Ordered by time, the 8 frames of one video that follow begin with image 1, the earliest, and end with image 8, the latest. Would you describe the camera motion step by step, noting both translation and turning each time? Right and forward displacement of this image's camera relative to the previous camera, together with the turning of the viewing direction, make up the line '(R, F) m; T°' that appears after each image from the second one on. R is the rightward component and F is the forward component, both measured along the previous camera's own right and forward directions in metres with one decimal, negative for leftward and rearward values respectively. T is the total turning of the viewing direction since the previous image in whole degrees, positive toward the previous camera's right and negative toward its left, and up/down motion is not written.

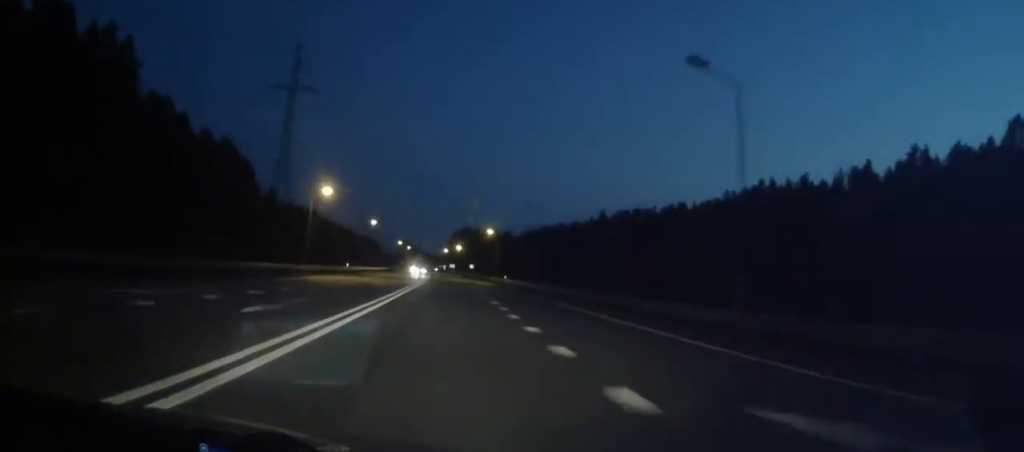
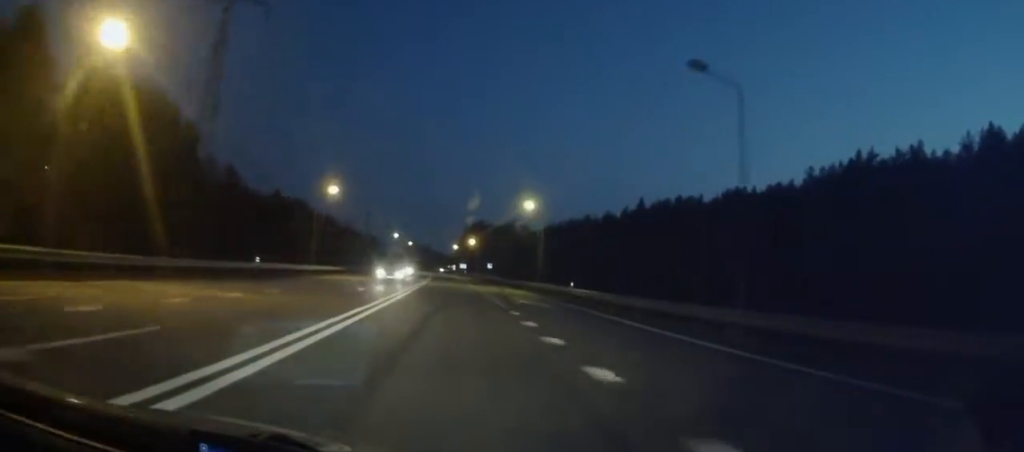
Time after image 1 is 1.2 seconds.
(-0.2, +34.4) m; -1°
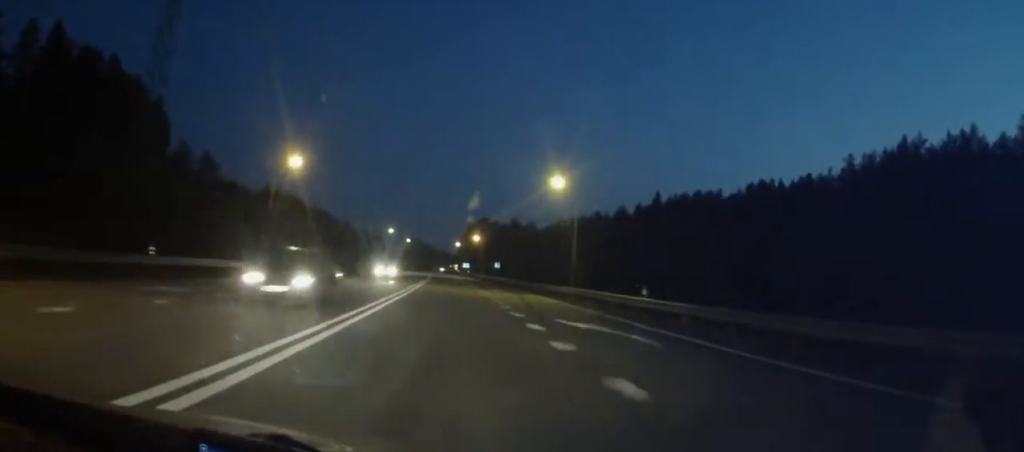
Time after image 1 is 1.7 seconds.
(0.0, +13.0) m; 0°
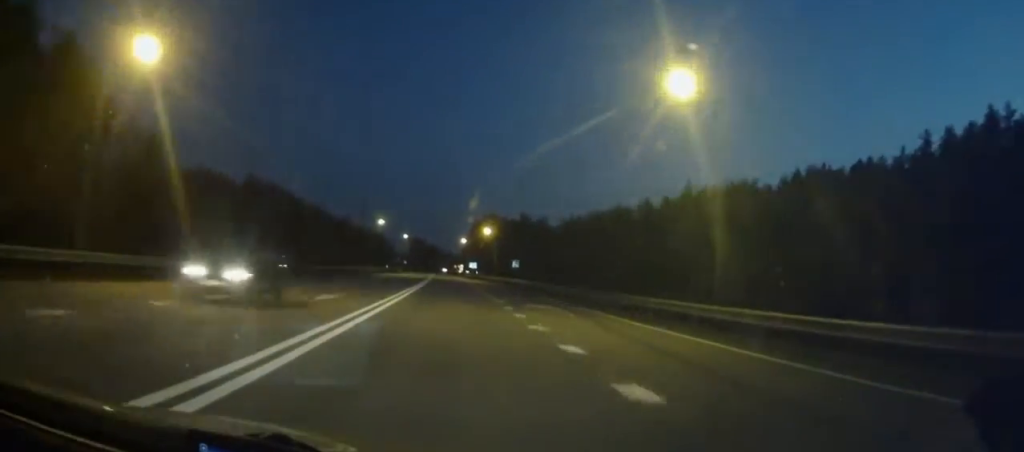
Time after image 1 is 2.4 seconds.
(-0.2, +20.5) m; 0°
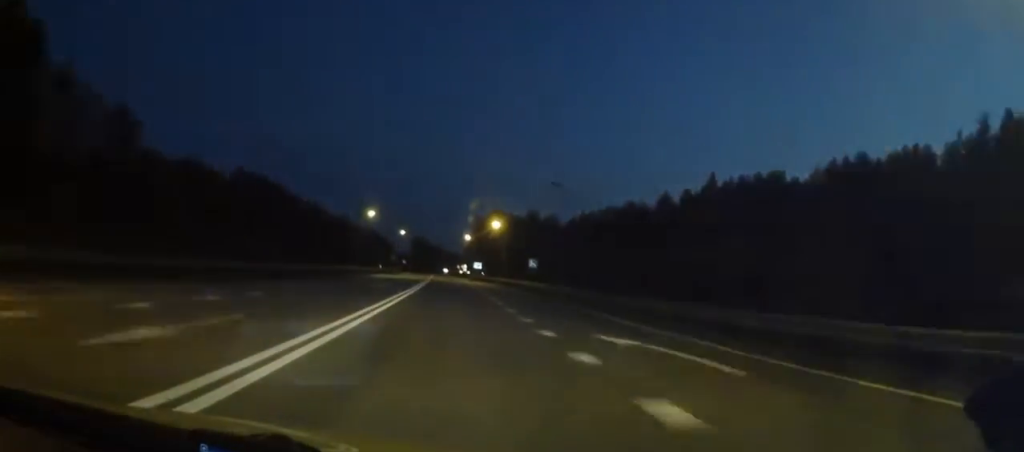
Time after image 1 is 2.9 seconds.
(0.0, +13.0) m; 0°
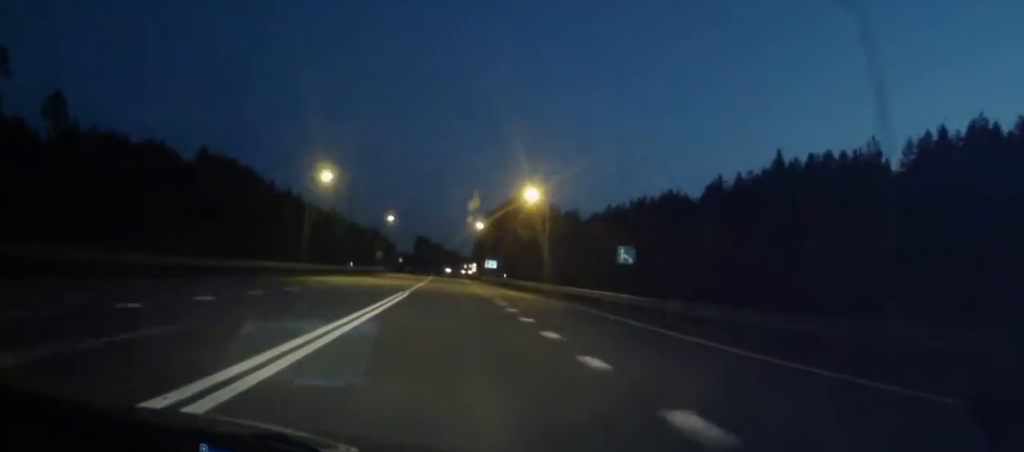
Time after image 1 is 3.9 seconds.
(0.0, +28.8) m; 0°
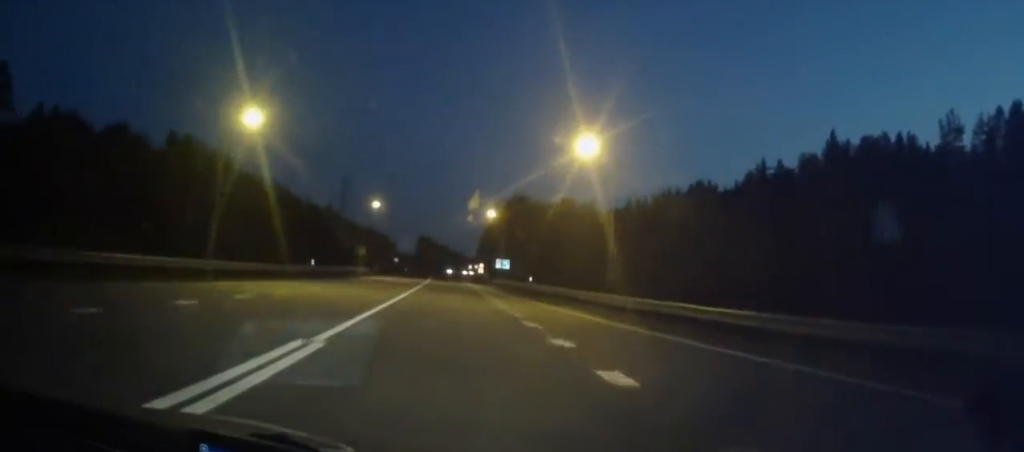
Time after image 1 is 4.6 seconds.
(+0.1, +17.7) m; 0°
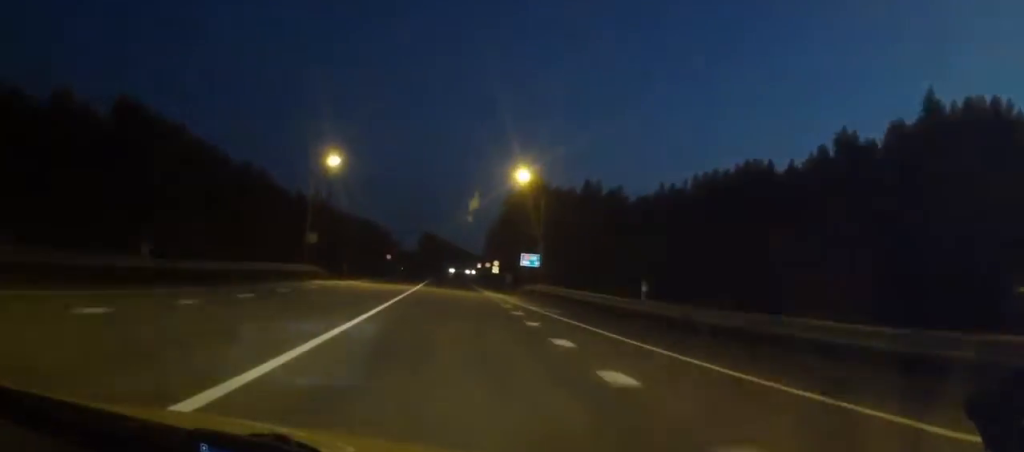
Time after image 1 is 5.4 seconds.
(-0.3, +24.1) m; 0°
